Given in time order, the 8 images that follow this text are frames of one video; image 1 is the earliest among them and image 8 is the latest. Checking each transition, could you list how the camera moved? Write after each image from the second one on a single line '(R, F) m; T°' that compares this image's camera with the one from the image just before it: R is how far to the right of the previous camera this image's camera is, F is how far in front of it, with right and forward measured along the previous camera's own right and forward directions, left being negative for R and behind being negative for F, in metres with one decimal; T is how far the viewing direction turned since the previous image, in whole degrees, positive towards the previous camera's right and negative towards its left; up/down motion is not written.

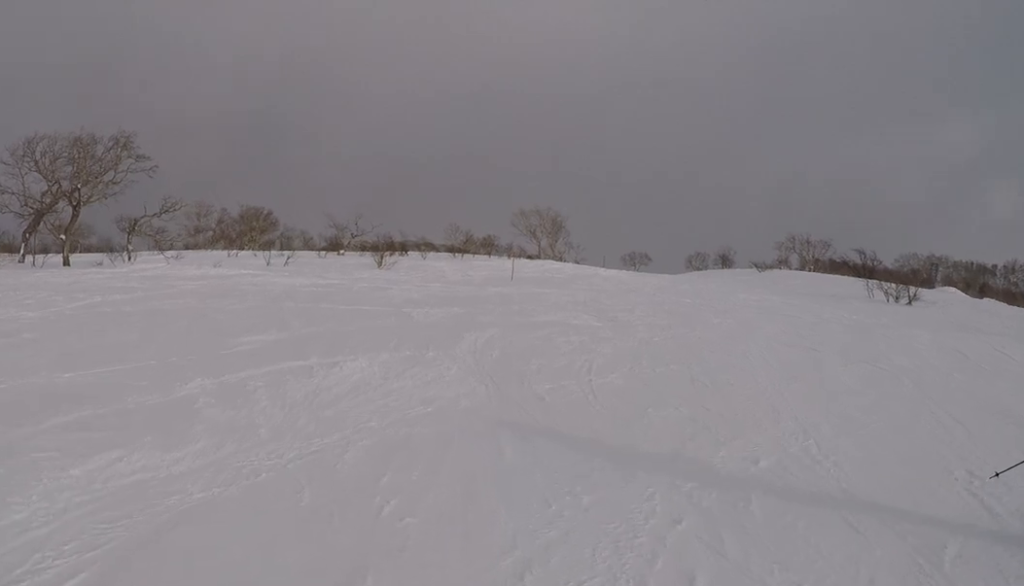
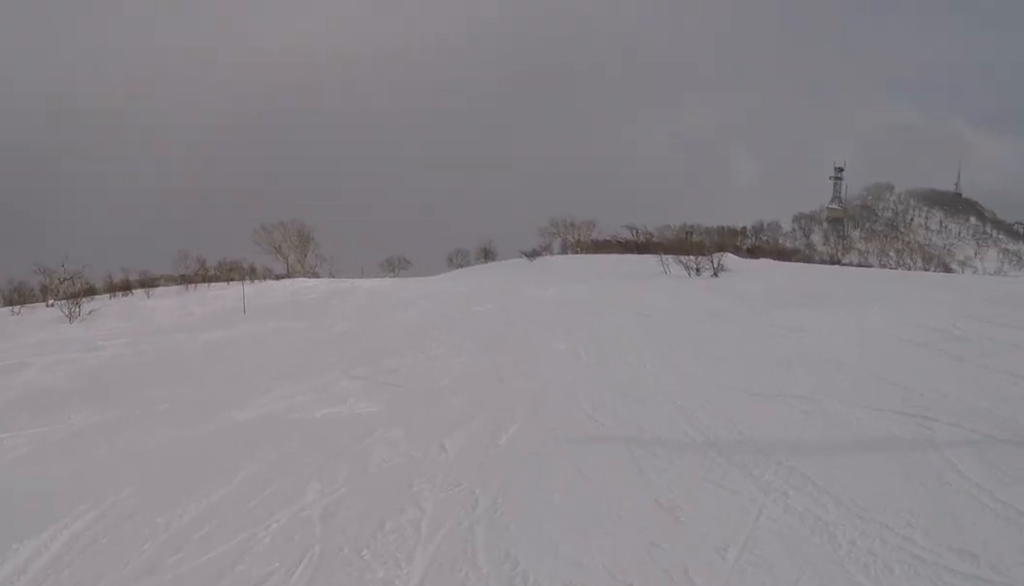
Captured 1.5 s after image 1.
(0.0, +8.3) m; -4°
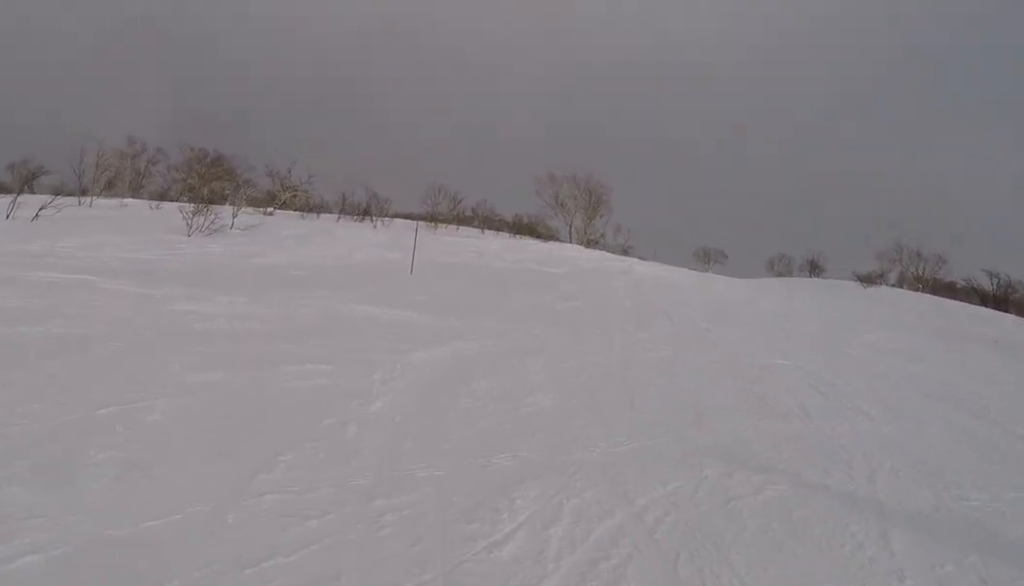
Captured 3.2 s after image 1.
(-2.5, +9.8) m; -17°
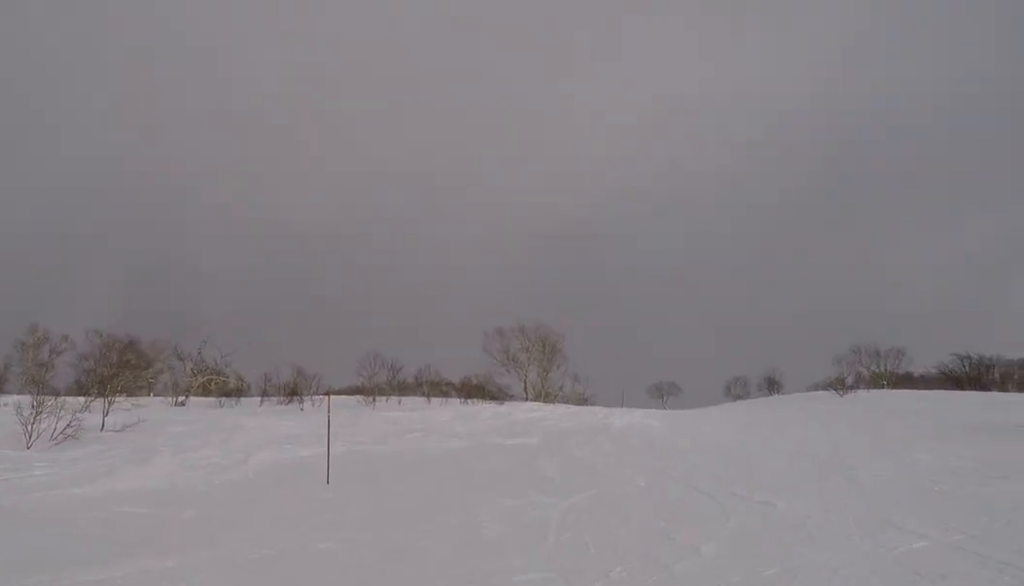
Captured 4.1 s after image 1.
(+0.6, +5.6) m; +11°
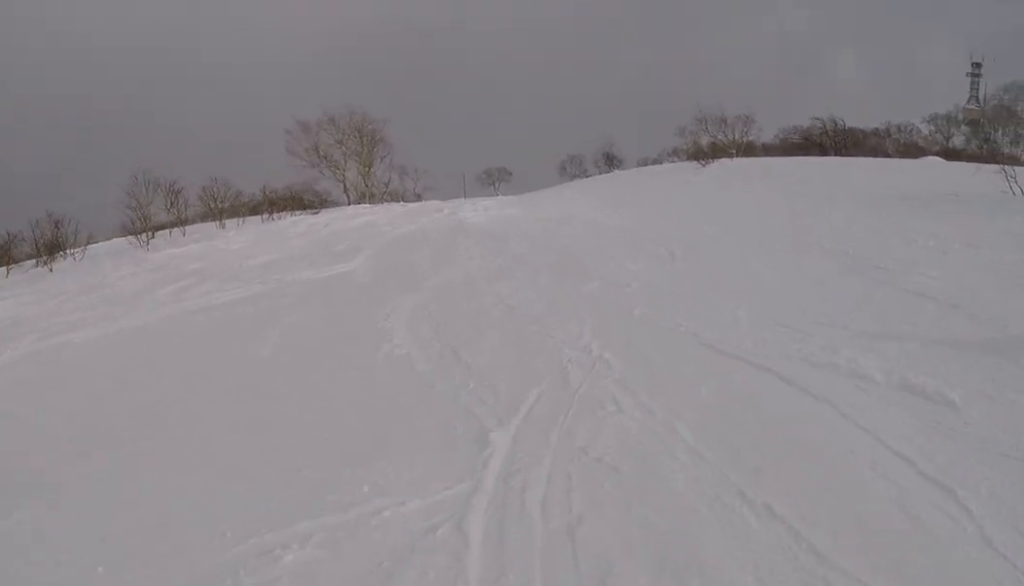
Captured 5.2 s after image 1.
(+0.9, +7.0) m; +17°
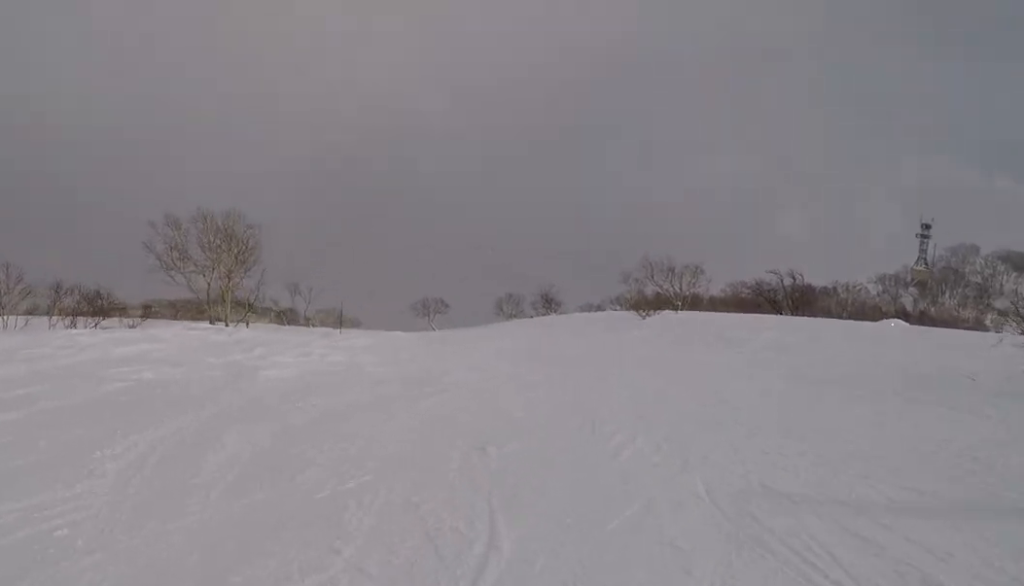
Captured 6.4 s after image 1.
(+1.2, +7.9) m; +4°
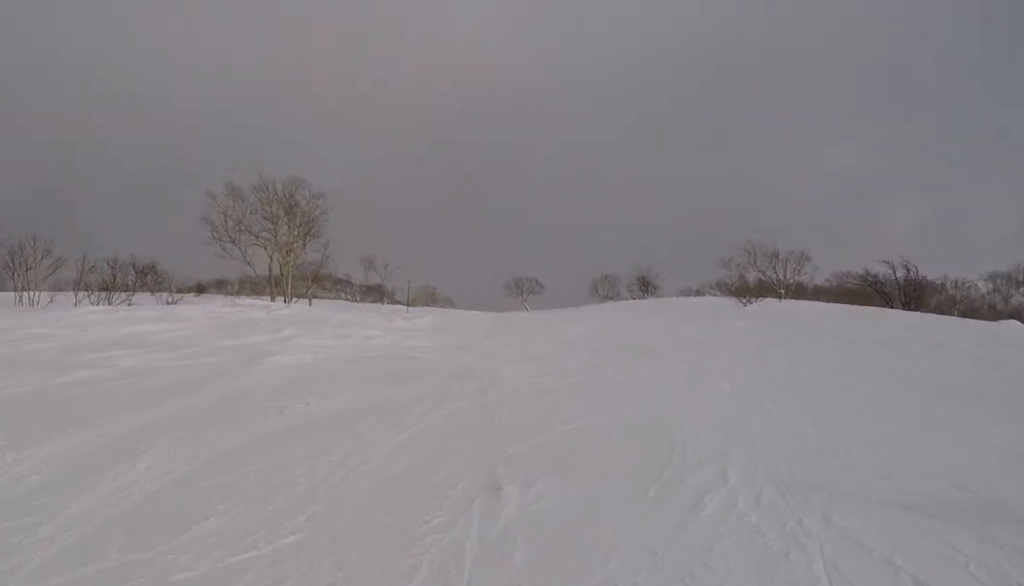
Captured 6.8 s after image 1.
(-0.4, +2.6) m; -6°
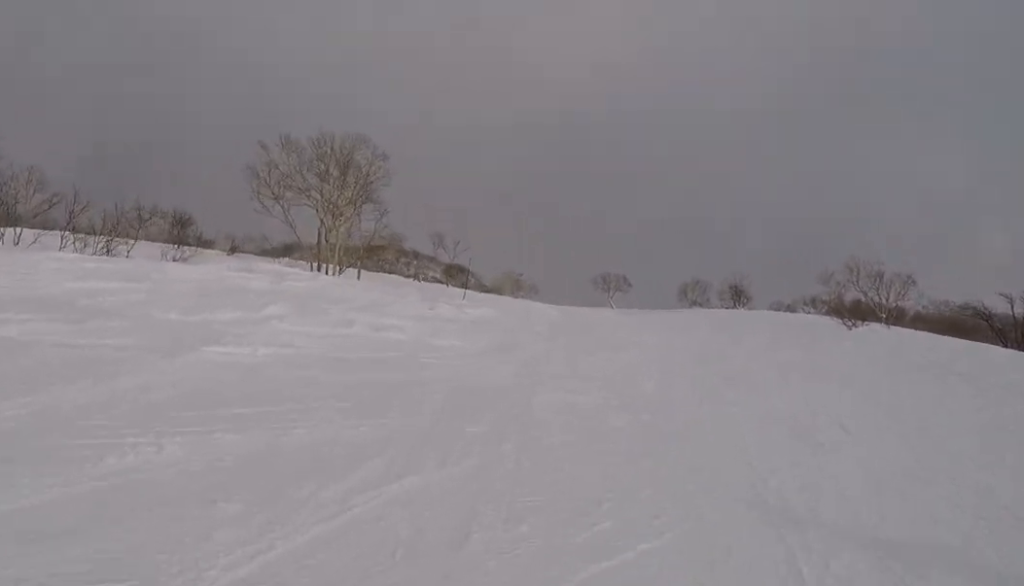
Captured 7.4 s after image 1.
(-0.2, +3.8) m; -8°
